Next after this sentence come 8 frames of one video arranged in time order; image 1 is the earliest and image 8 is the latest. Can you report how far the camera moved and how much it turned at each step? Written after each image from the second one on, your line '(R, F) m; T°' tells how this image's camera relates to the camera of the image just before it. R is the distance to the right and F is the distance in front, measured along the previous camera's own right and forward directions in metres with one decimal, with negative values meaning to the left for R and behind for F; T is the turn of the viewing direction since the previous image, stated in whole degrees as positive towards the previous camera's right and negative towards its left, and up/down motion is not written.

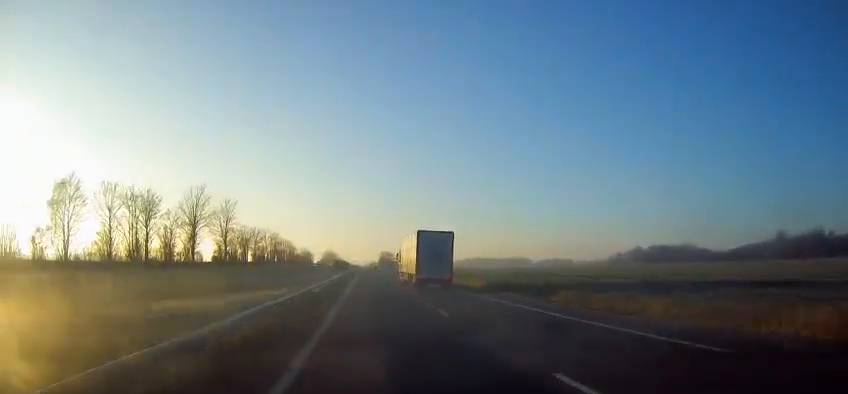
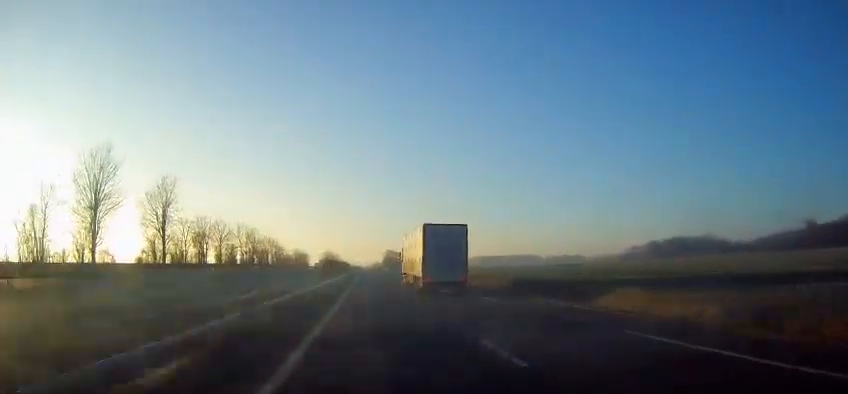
(-0.5, +35.2) m; -1°
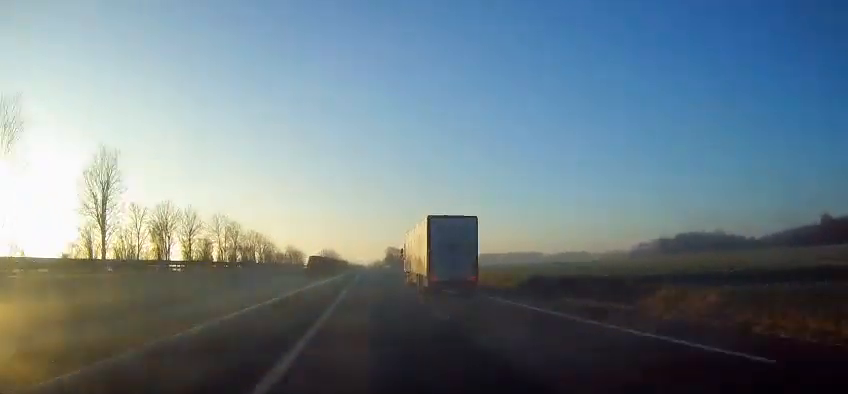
(-0.1, +18.6) m; 0°
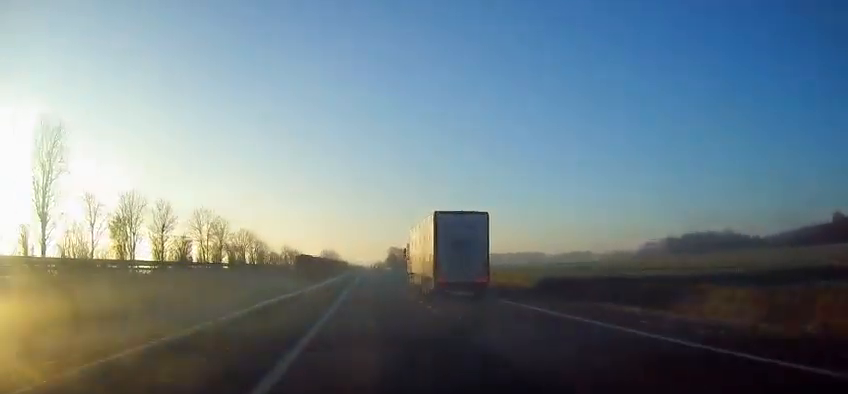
(+0.1, +12.7) m; 0°
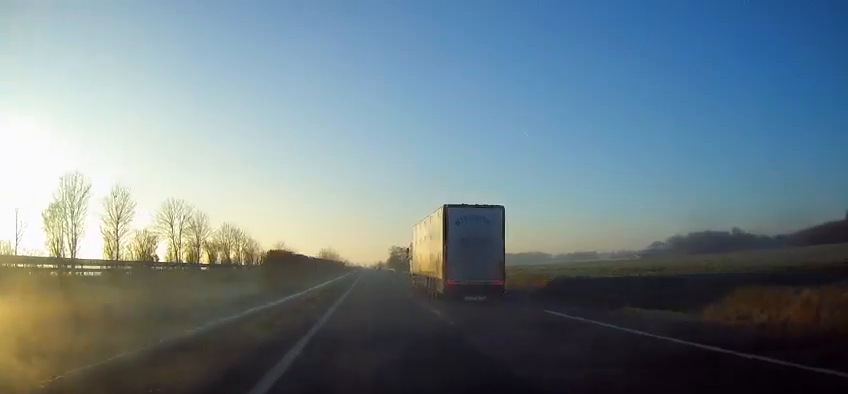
(+0.2, +14.7) m; 0°
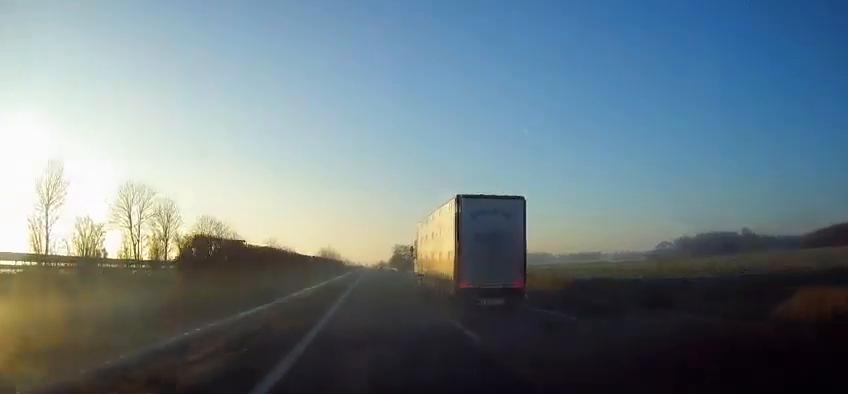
(-0.1, +15.7) m; -1°
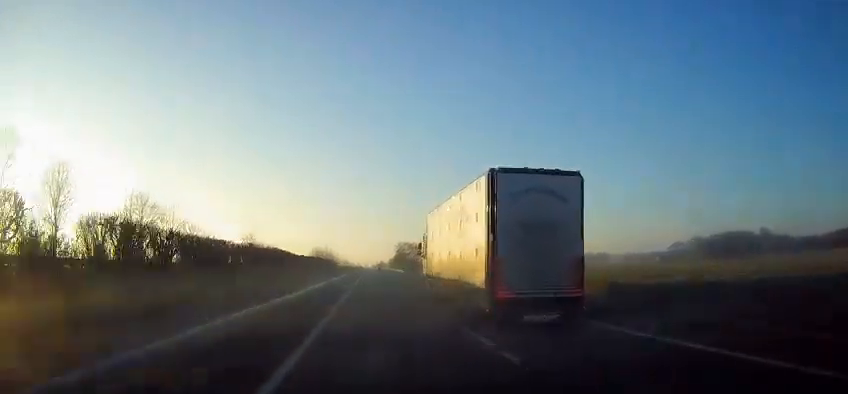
(-0.4, +29.4) m; -1°
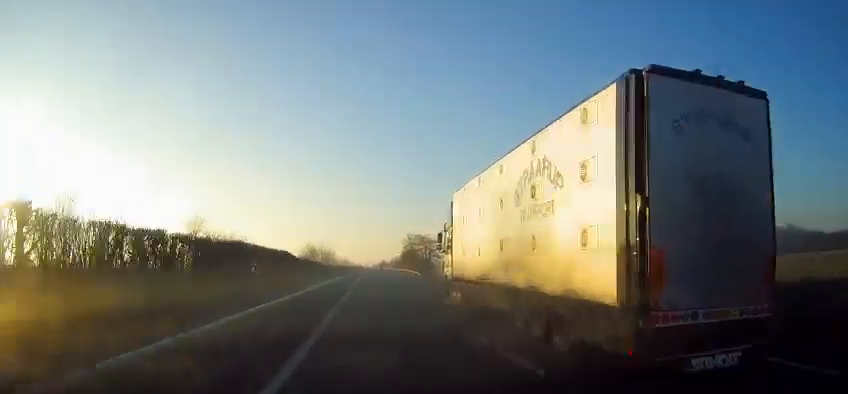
(0.0, +40.1) m; +1°
